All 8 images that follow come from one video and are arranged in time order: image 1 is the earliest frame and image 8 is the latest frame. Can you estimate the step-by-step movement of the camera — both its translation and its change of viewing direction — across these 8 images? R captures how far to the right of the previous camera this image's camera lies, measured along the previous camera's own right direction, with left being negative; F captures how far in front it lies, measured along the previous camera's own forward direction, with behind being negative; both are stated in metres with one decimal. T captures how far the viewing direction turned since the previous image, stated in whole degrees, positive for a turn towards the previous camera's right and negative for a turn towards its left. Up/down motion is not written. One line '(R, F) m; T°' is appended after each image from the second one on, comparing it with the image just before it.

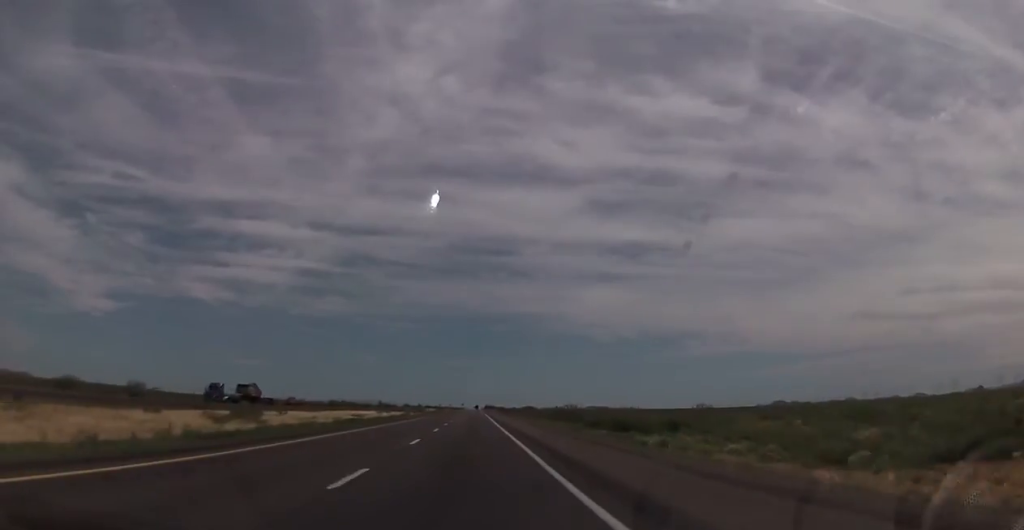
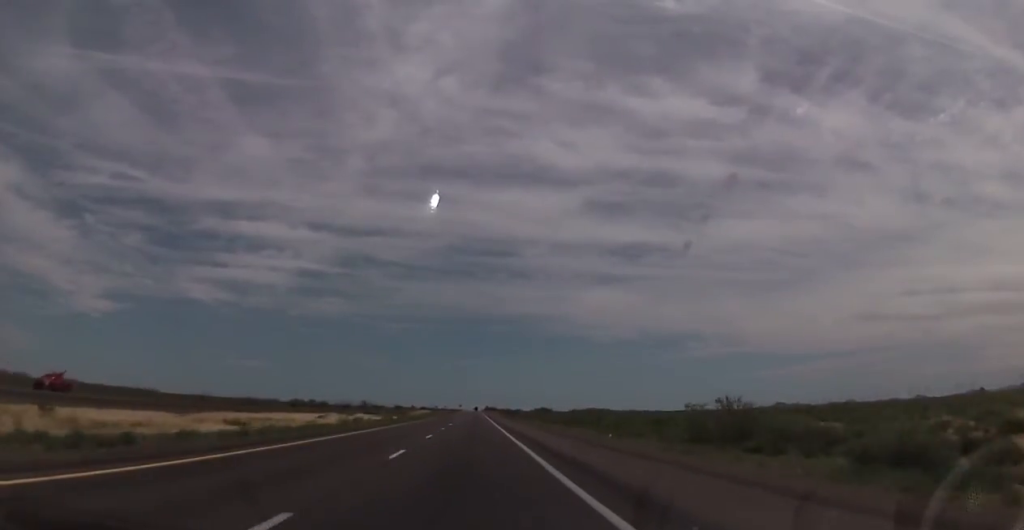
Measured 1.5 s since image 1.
(-0.4, +54.0) m; -1°
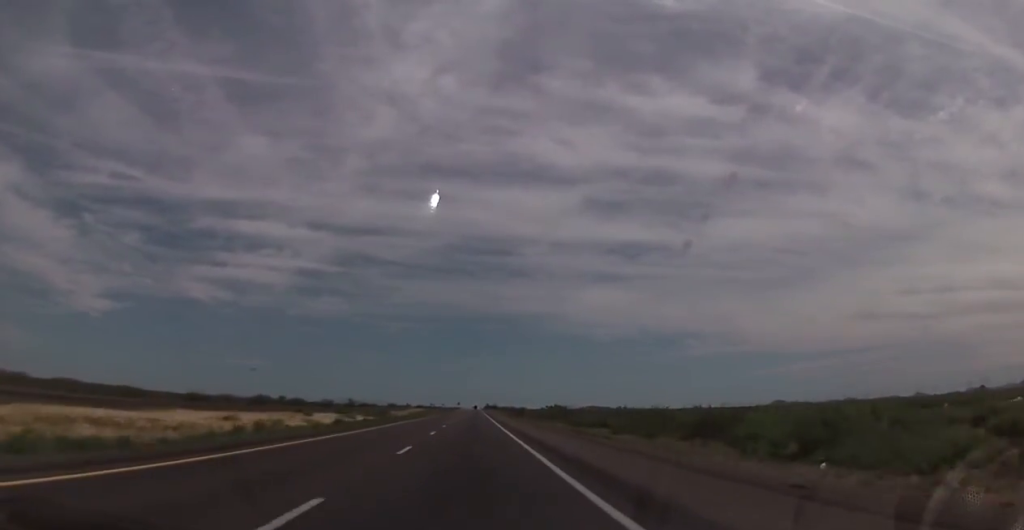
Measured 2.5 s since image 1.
(-0.1, +34.8) m; 0°
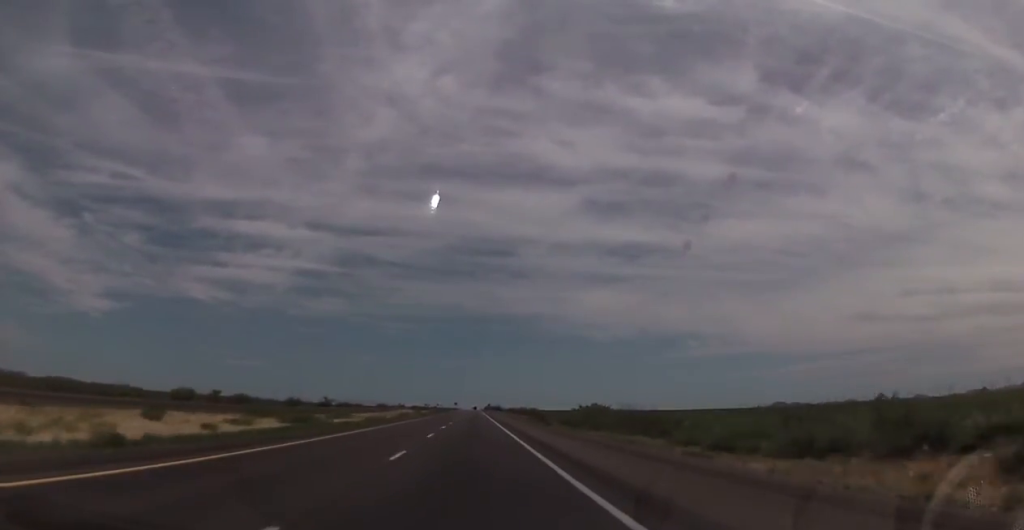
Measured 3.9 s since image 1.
(+0.5, +50.5) m; +1°
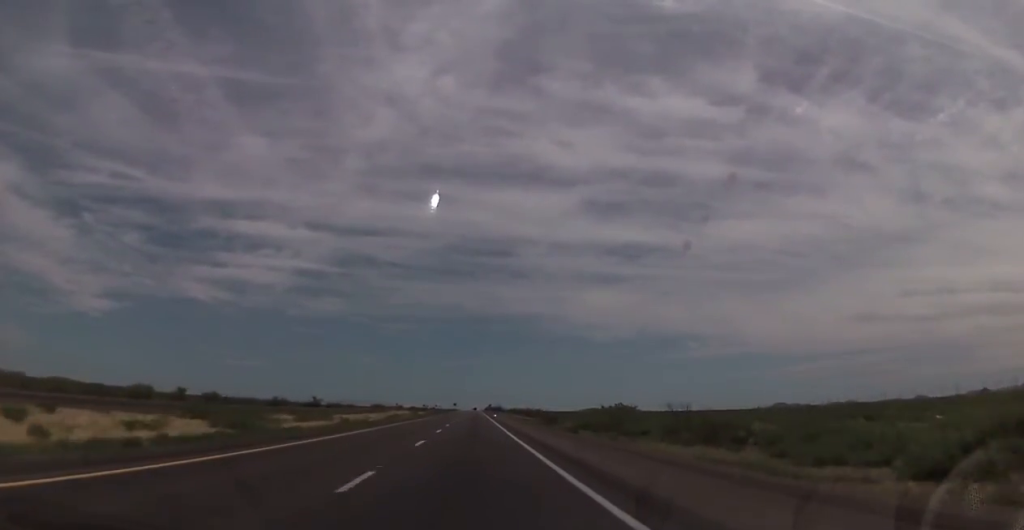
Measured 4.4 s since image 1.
(0.0, +18.0) m; 0°
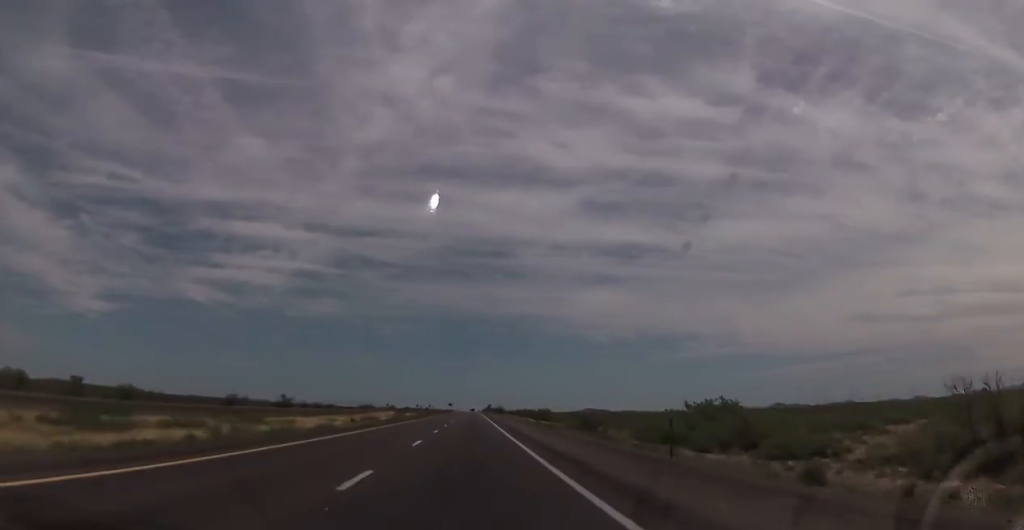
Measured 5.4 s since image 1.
(0.0, +36.1) m; 0°
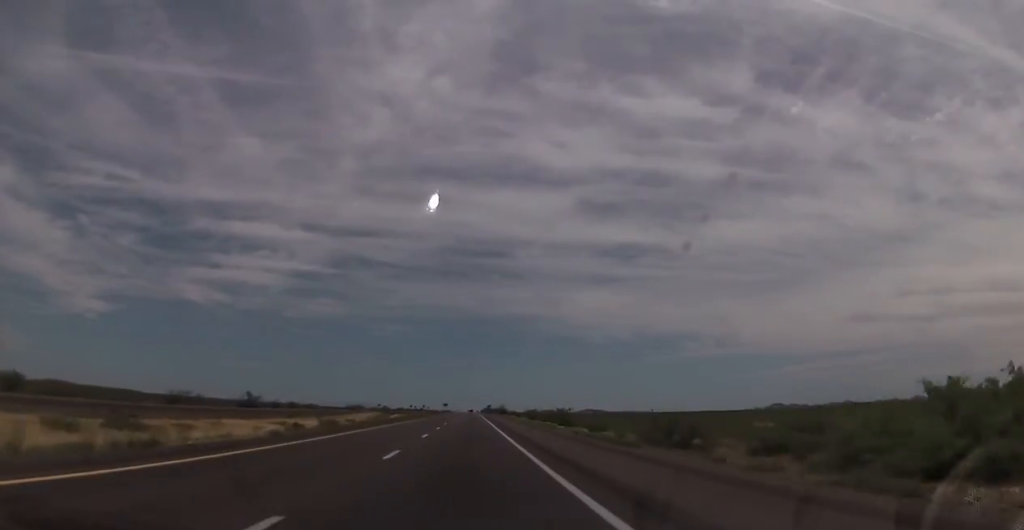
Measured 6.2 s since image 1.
(0.0, +30.1) m; -1°
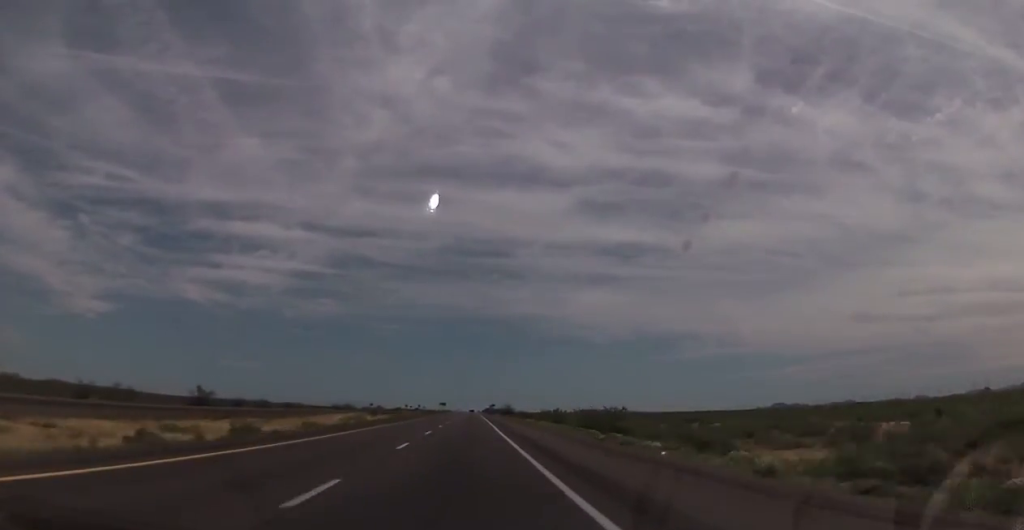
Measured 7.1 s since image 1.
(-0.5, +32.4) m; +1°
